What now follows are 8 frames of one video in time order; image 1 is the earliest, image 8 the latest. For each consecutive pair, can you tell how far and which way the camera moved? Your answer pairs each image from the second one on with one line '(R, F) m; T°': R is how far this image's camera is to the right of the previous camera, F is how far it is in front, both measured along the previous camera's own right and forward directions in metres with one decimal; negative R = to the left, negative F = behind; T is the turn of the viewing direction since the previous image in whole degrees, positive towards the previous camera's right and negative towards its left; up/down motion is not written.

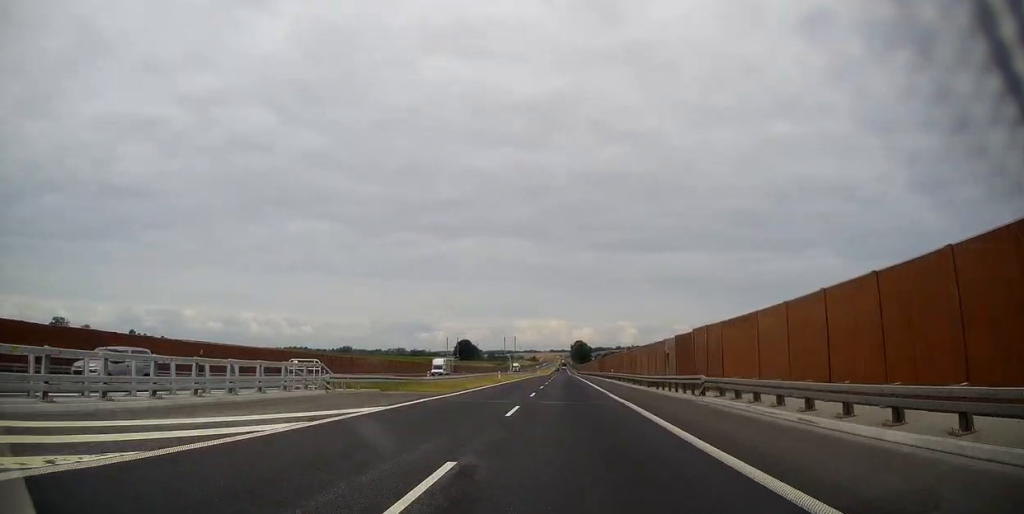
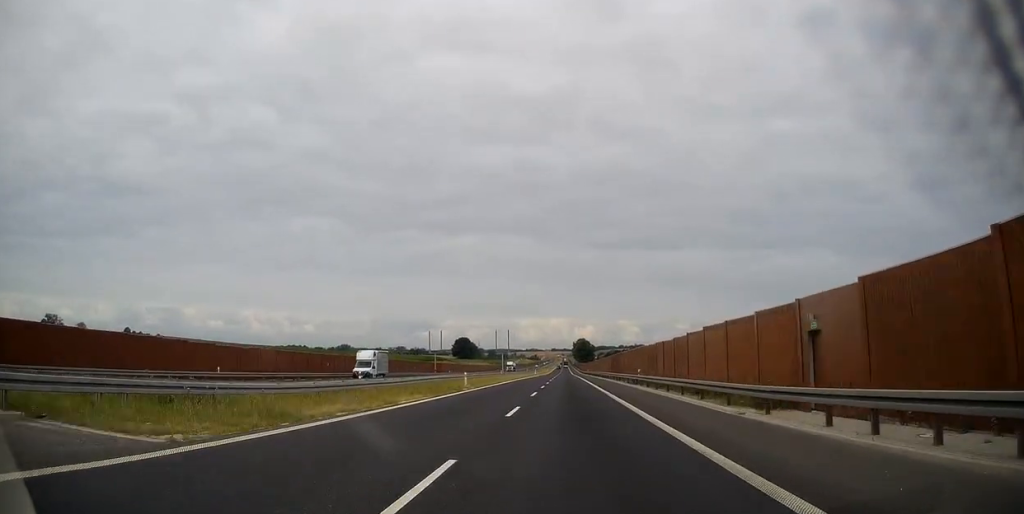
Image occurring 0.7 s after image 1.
(0.0, +23.4) m; 0°
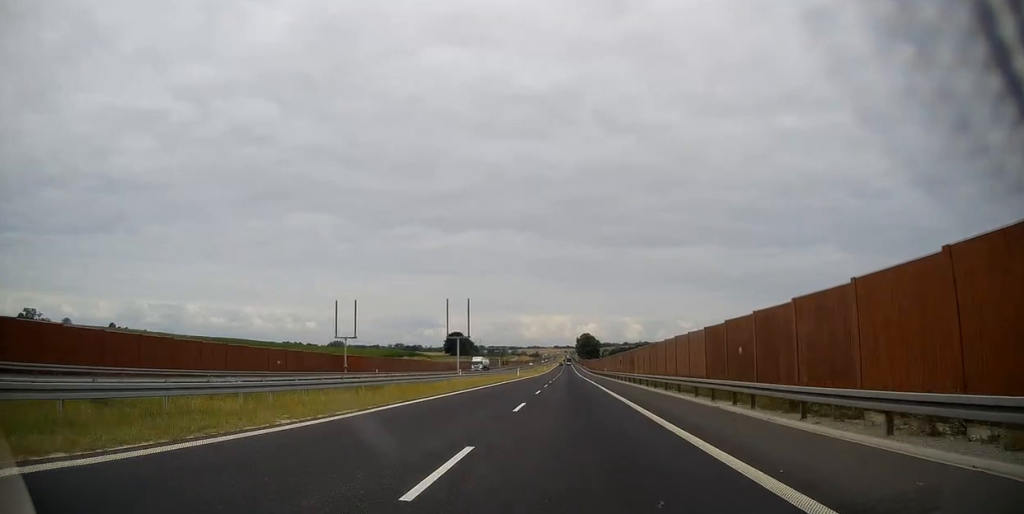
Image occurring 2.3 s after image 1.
(0.0, +58.5) m; 0°
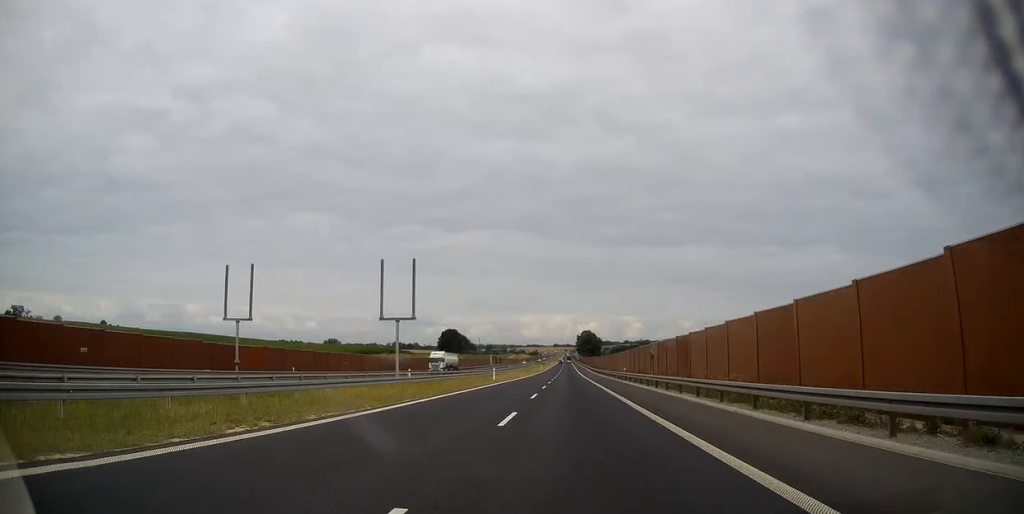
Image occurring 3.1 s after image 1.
(0.0, +28.1) m; 0°
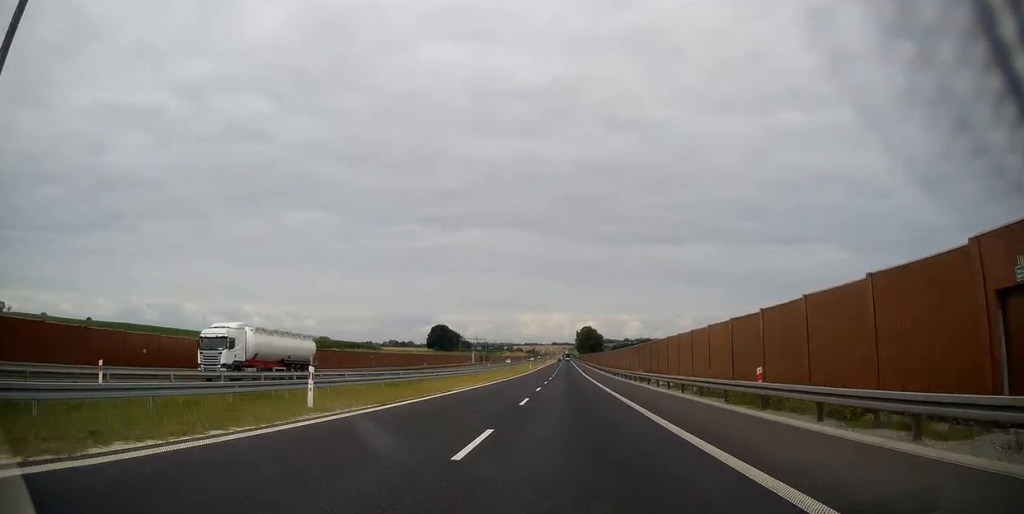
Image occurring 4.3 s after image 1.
(-0.1, +40.9) m; 0°
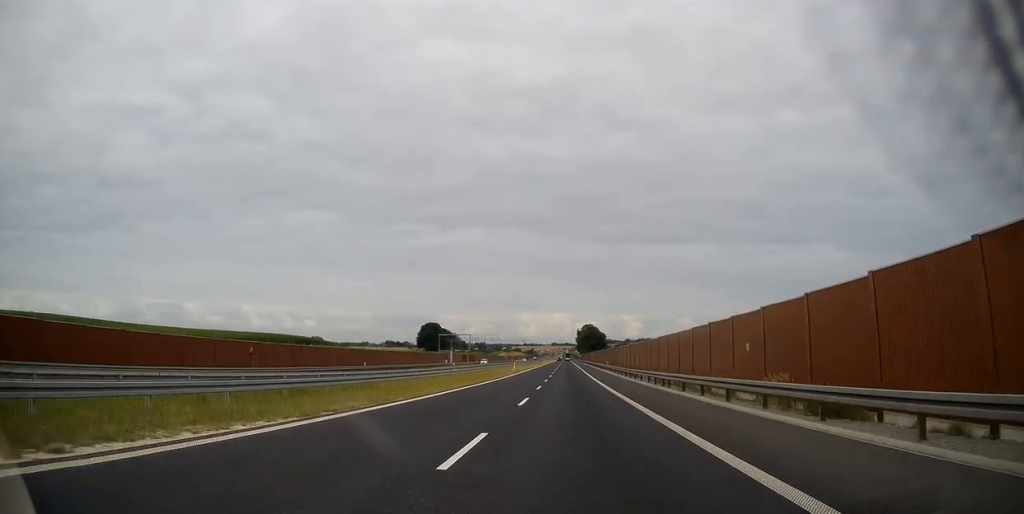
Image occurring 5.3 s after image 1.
(+0.1, +36.2) m; 0°
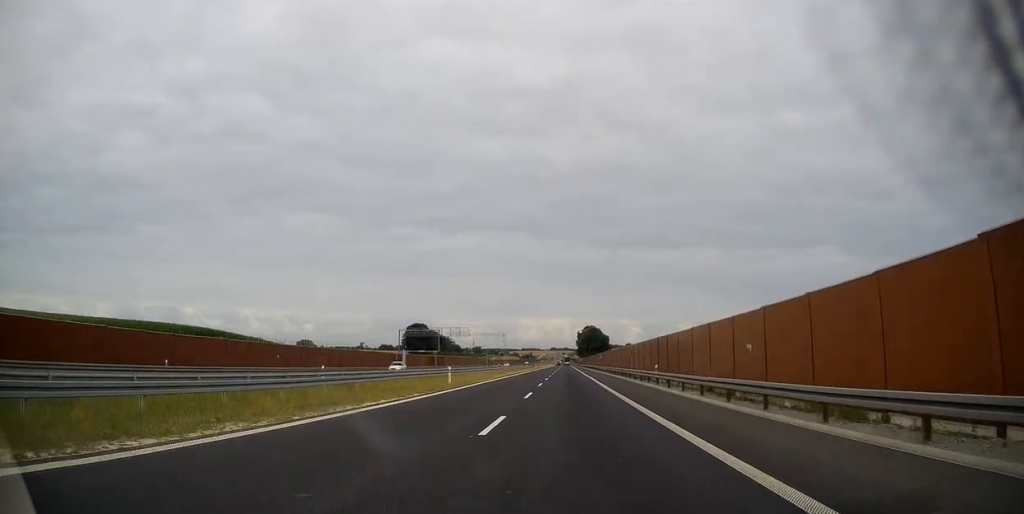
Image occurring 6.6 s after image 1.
(-0.1, +44.2) m; 0°
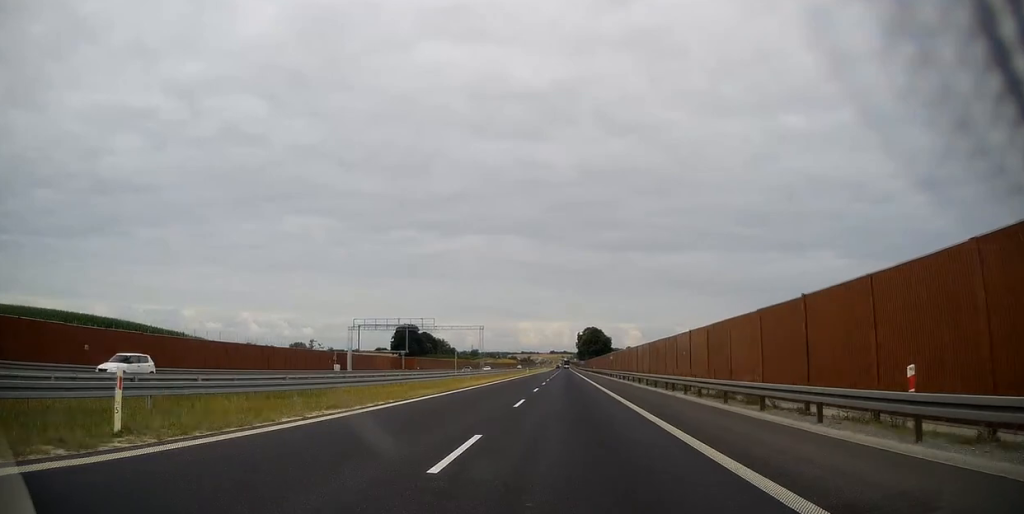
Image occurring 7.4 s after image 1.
(+0.1, +26.6) m; 0°
